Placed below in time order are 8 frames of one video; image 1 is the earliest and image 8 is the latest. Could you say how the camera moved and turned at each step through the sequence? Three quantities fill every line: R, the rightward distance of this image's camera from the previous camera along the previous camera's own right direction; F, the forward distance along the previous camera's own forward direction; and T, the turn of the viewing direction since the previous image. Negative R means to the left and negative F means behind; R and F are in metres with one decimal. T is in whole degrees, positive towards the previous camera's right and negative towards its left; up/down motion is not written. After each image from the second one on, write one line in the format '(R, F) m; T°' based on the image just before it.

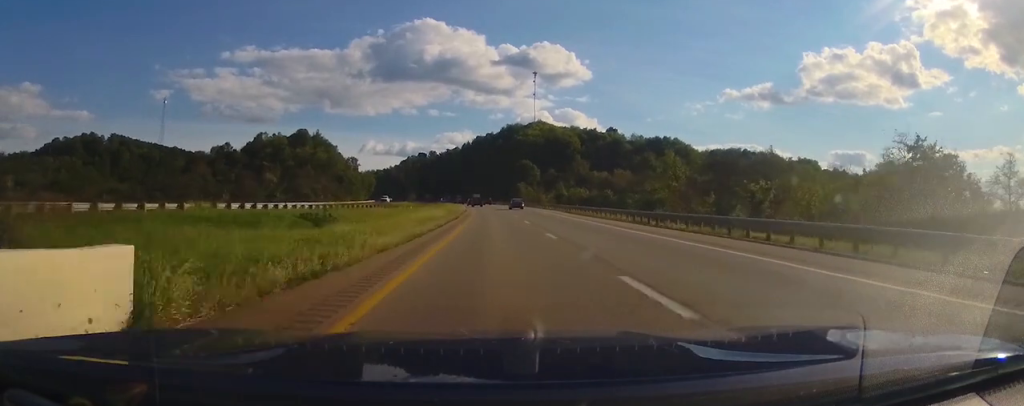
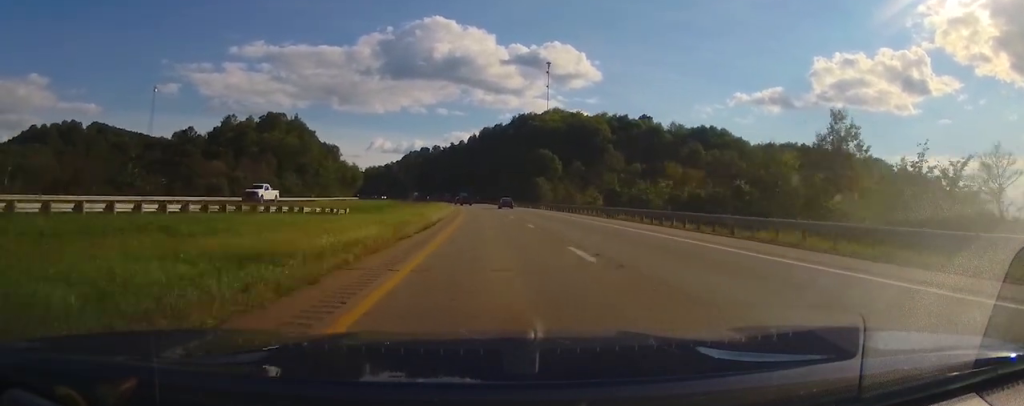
(-0.6, +45.7) m; -2°
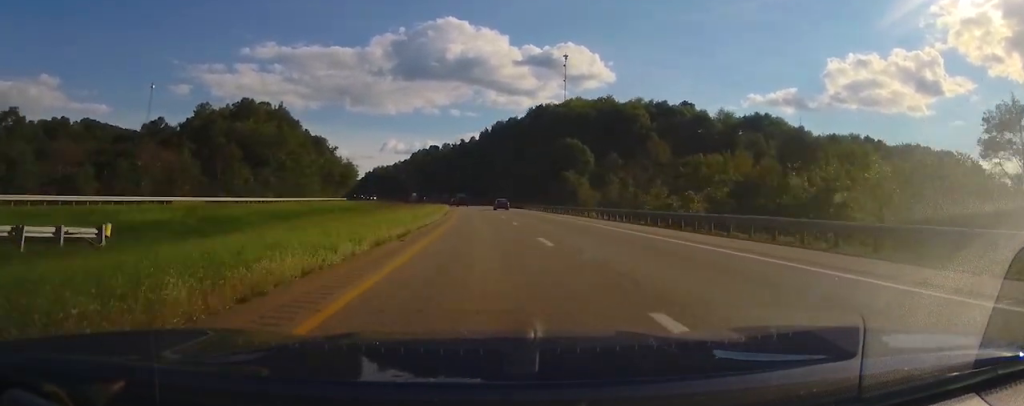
(-0.6, +34.4) m; -2°
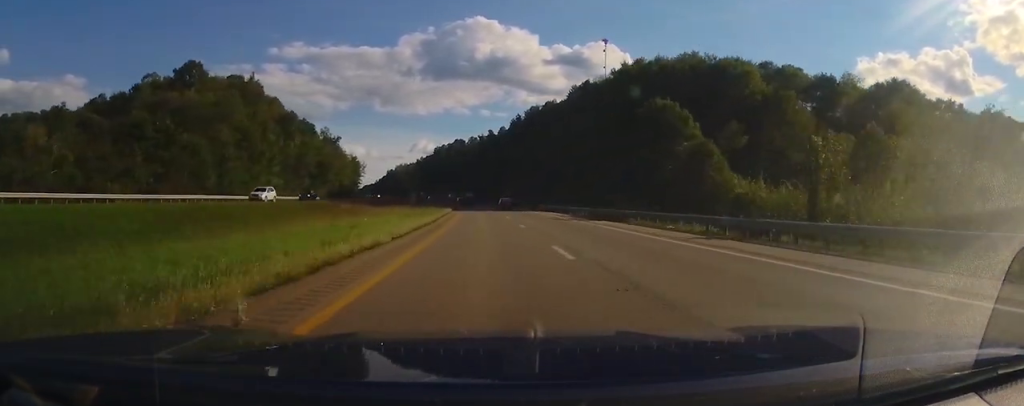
(-1.4, +53.9) m; -2°
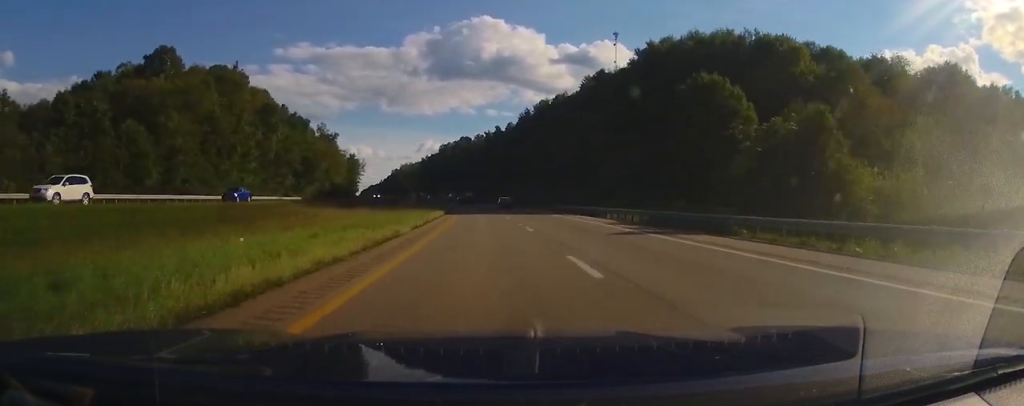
(0.0, +16.1) m; 0°
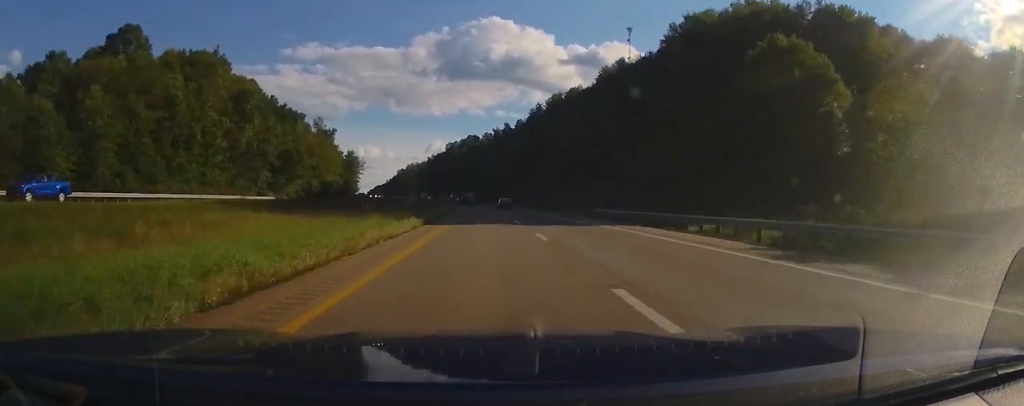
(0.0, +17.2) m; 0°
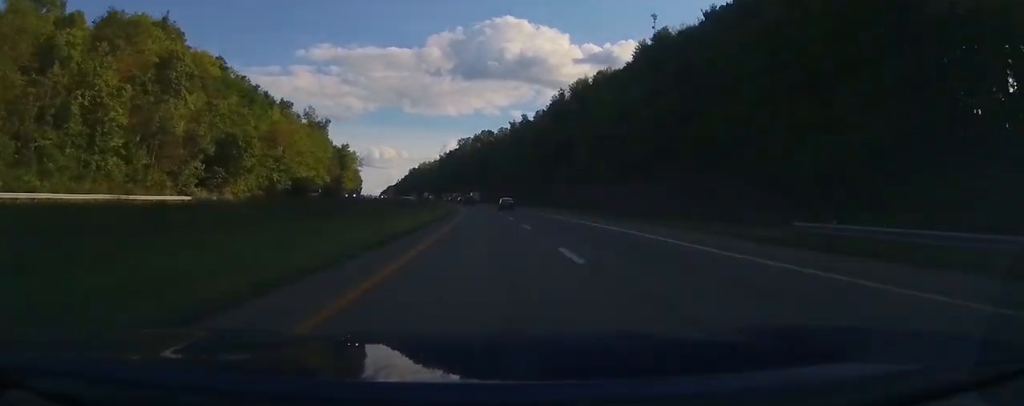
(0.0, +31.0) m; 0°
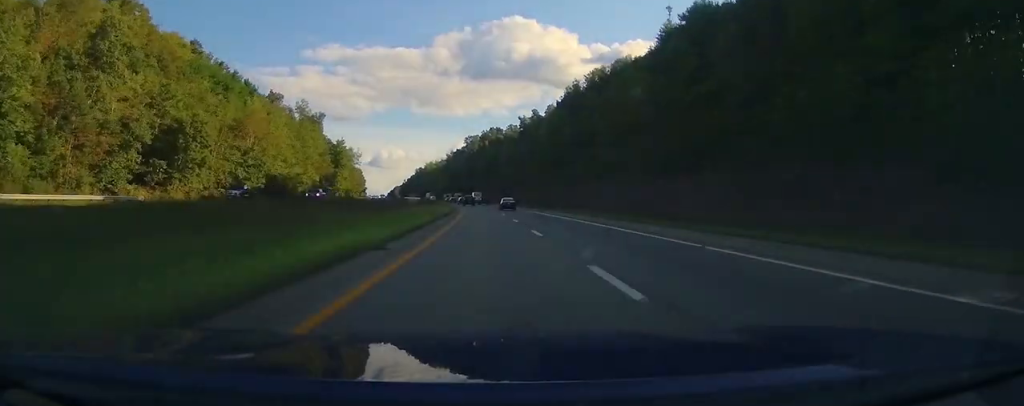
(0.0, +17.3) m; -1°
